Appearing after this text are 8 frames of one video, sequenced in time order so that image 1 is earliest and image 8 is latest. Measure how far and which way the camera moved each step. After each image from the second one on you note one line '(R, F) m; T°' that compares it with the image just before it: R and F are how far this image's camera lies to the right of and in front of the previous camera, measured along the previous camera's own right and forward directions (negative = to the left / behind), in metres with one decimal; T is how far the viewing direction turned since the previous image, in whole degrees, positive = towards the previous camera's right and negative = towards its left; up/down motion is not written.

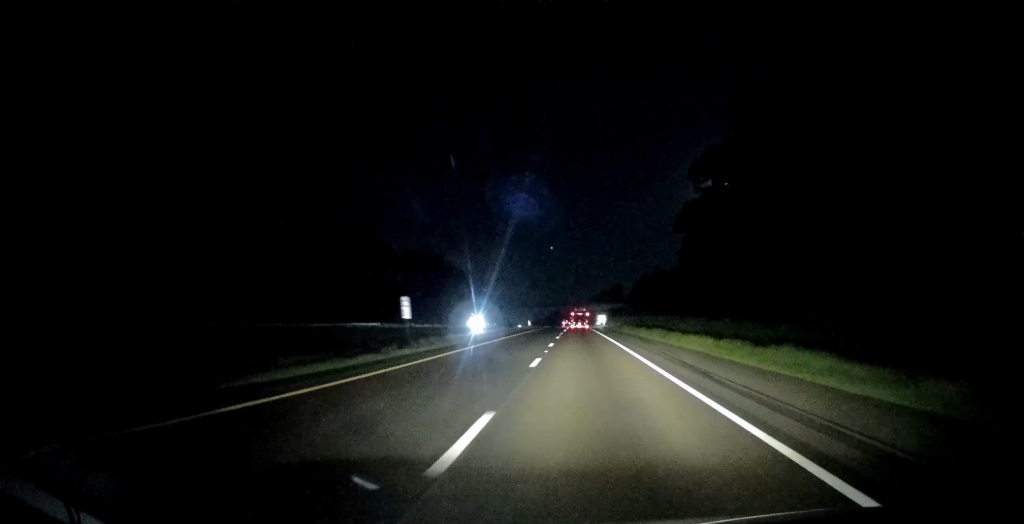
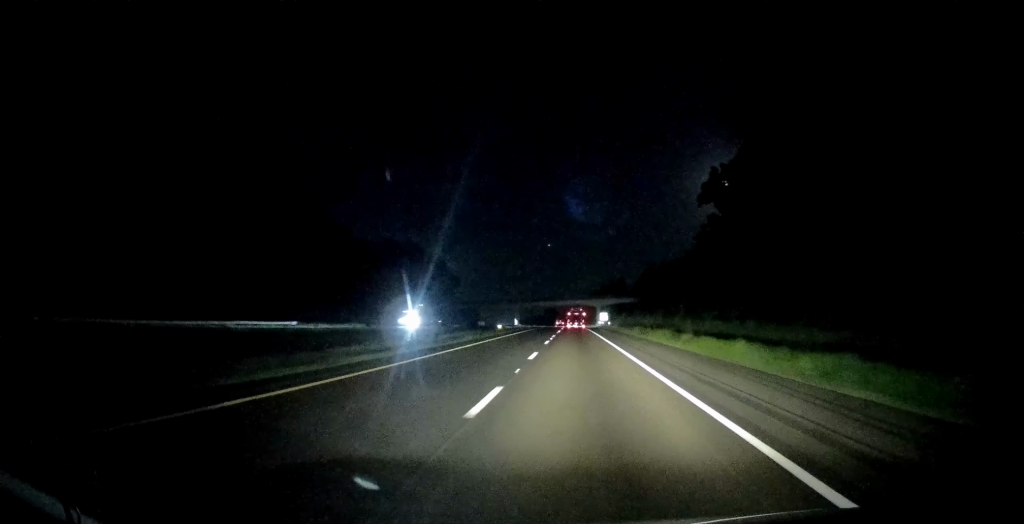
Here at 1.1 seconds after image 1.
(+0.5, +32.9) m; +1°
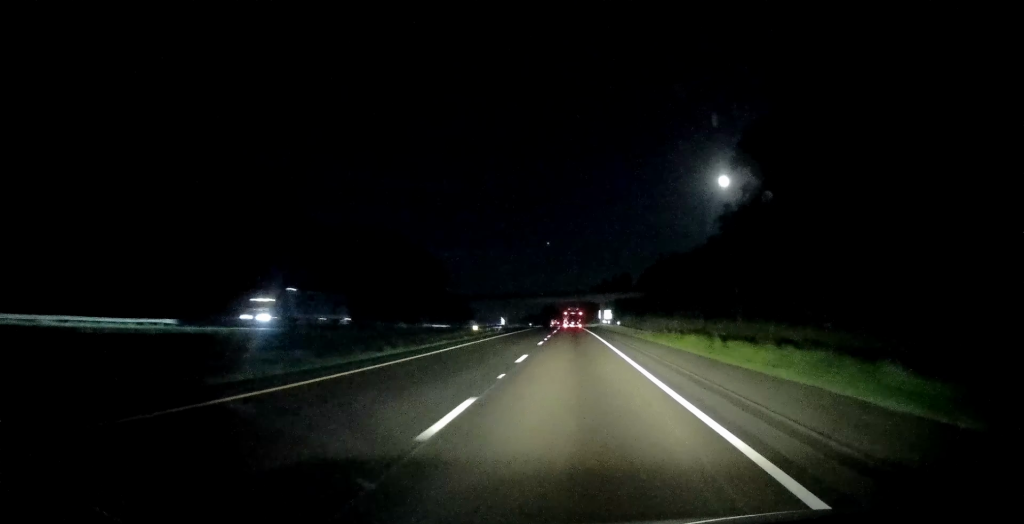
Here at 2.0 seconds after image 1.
(+0.1, +25.7) m; 0°
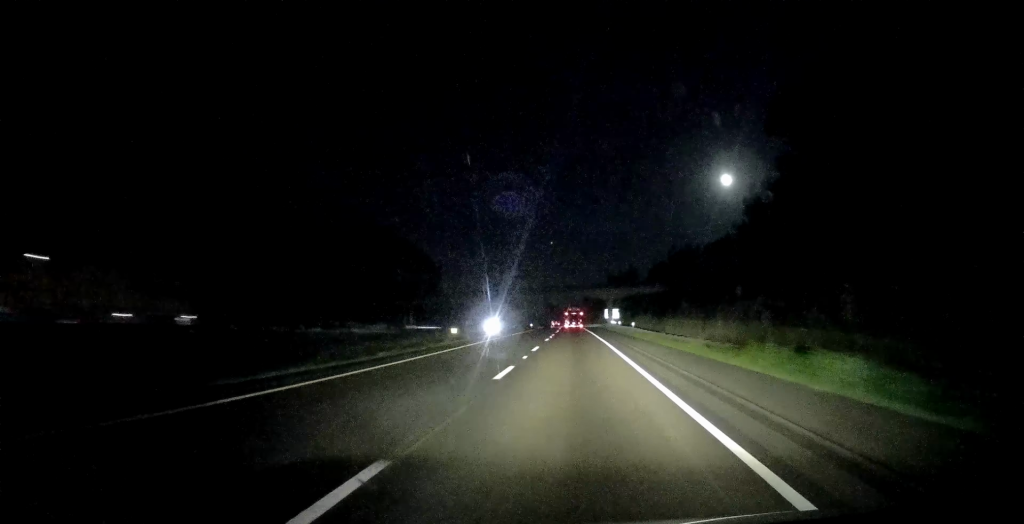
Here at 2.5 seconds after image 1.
(0.0, +16.8) m; -1°
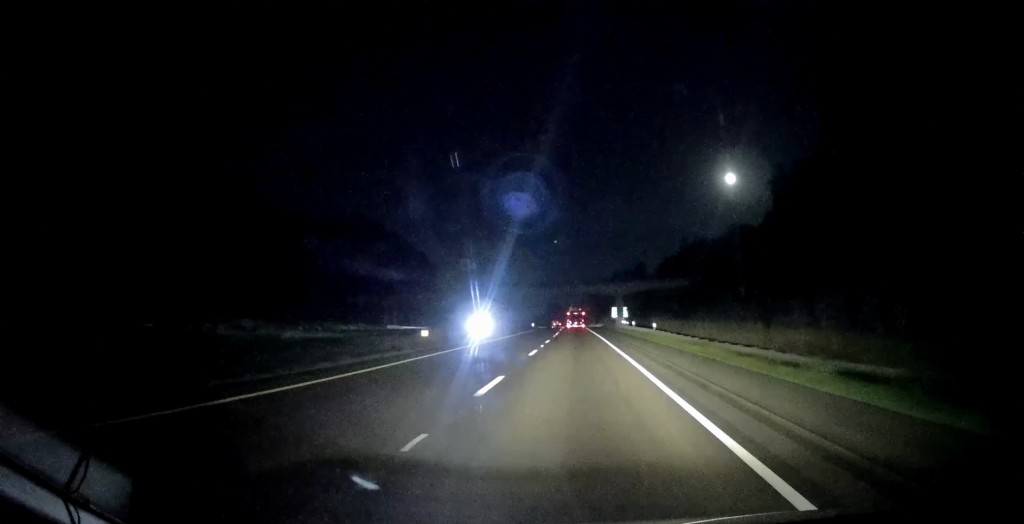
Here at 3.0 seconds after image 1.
(+0.1, +14.8) m; -1°
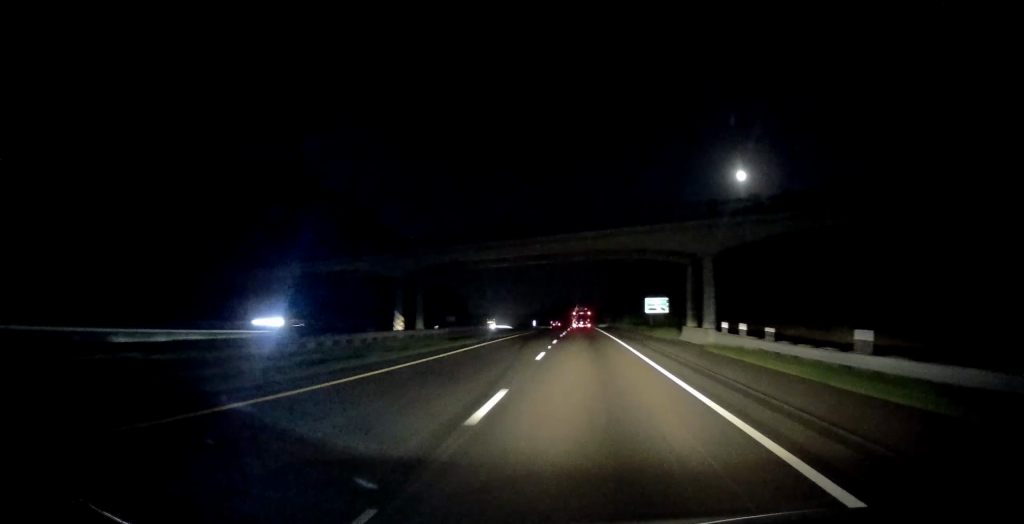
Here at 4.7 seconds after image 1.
(-0.2, +51.0) m; 0°
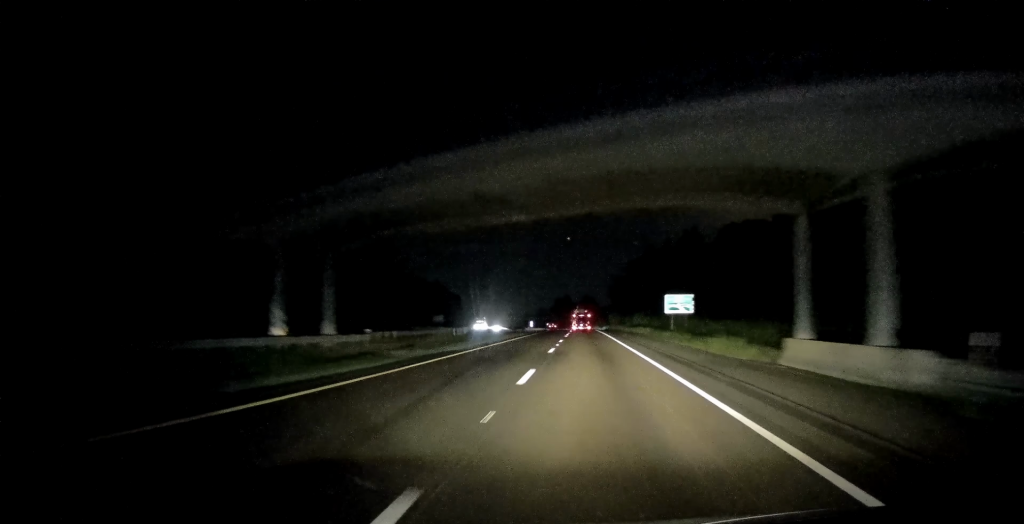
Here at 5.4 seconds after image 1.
(0.0, +19.1) m; 0°
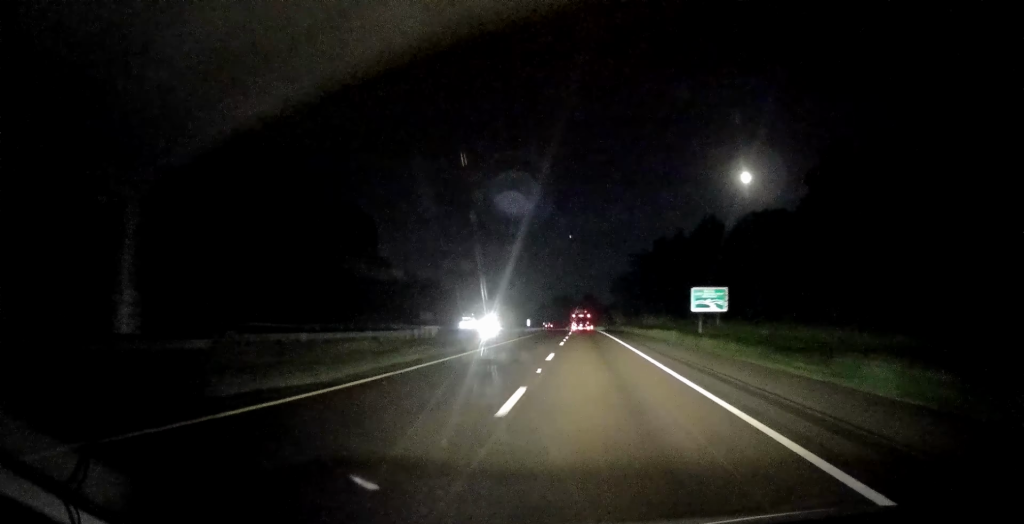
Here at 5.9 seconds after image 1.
(-0.1, +17.1) m; -1°
